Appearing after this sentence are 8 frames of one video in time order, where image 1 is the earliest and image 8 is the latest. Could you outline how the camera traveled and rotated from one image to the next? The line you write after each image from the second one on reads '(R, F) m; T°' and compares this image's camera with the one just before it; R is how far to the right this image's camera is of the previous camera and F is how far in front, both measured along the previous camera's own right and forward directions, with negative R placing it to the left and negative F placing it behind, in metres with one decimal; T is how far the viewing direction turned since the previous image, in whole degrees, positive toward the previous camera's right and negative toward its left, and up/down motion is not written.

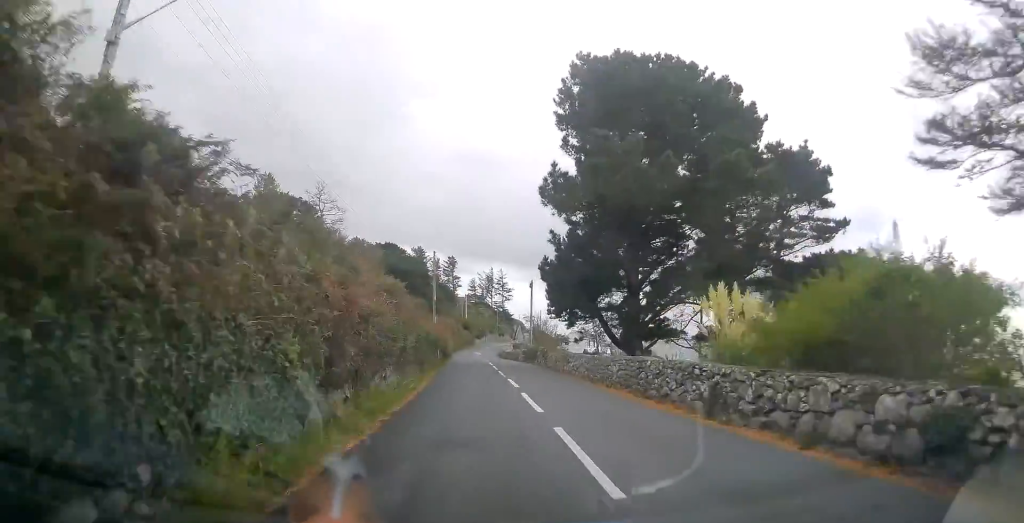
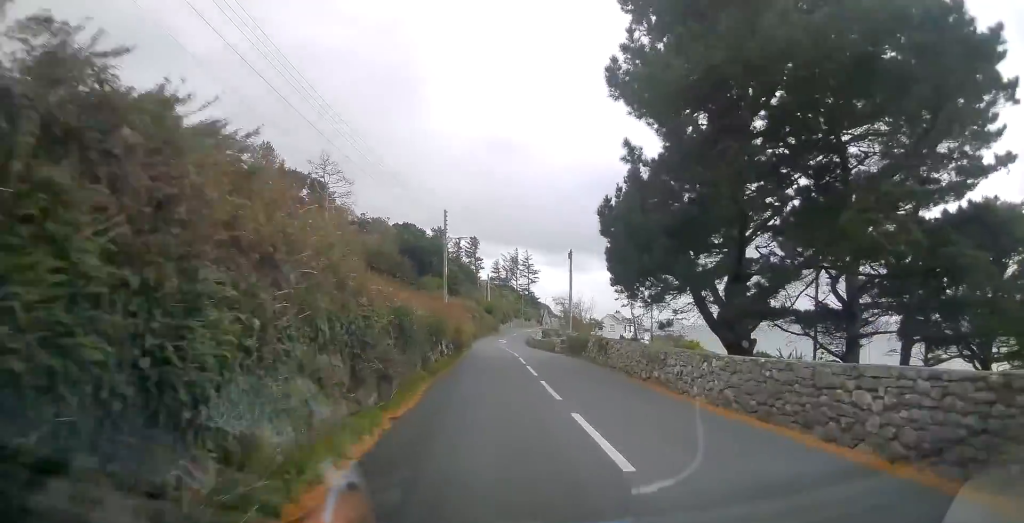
(-0.7, +11.2) m; -4°
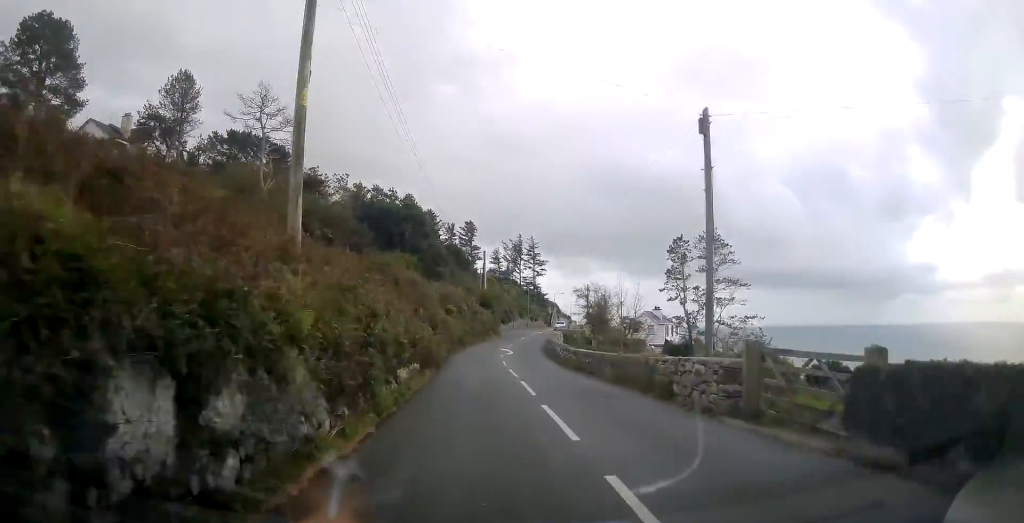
(-0.8, +26.7) m; -2°
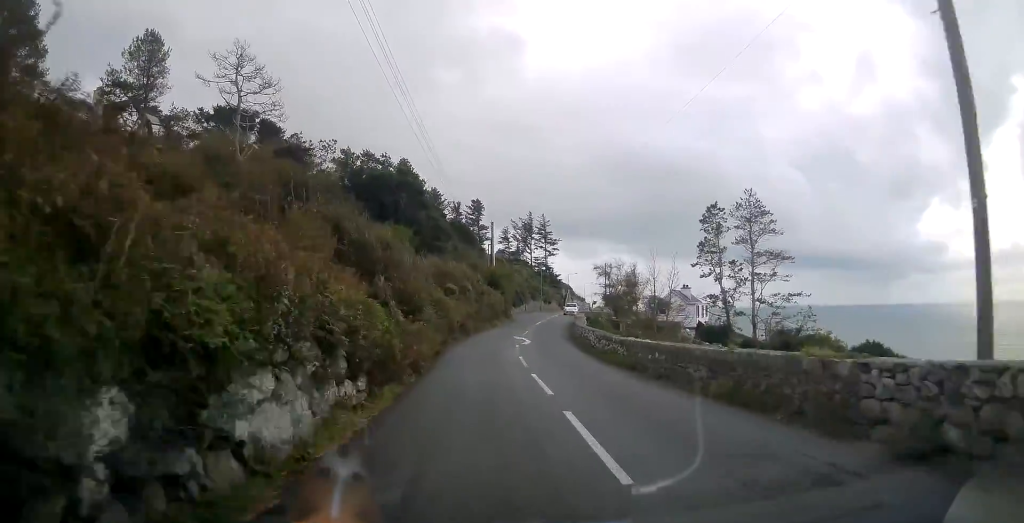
(0.0, +8.3) m; 0°
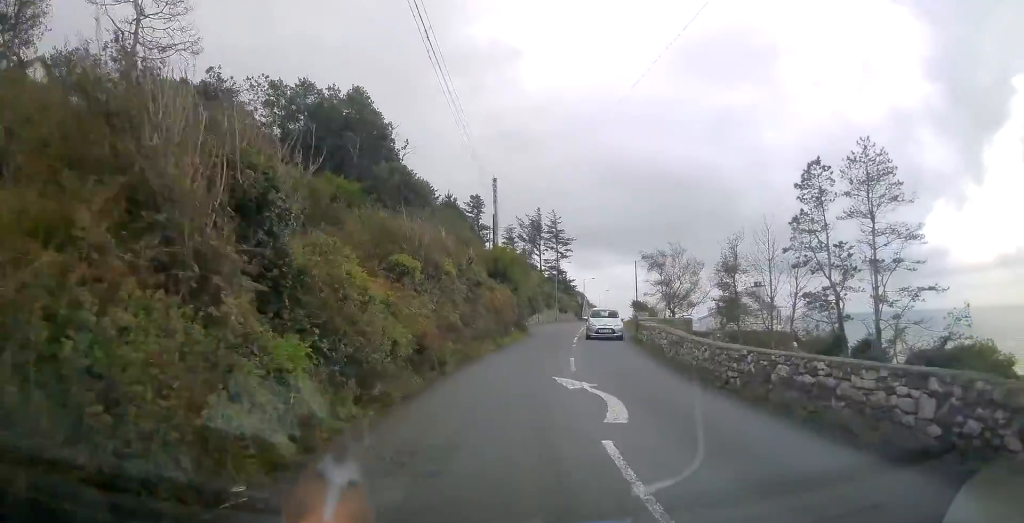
(-0.3, +19.9) m; 0°
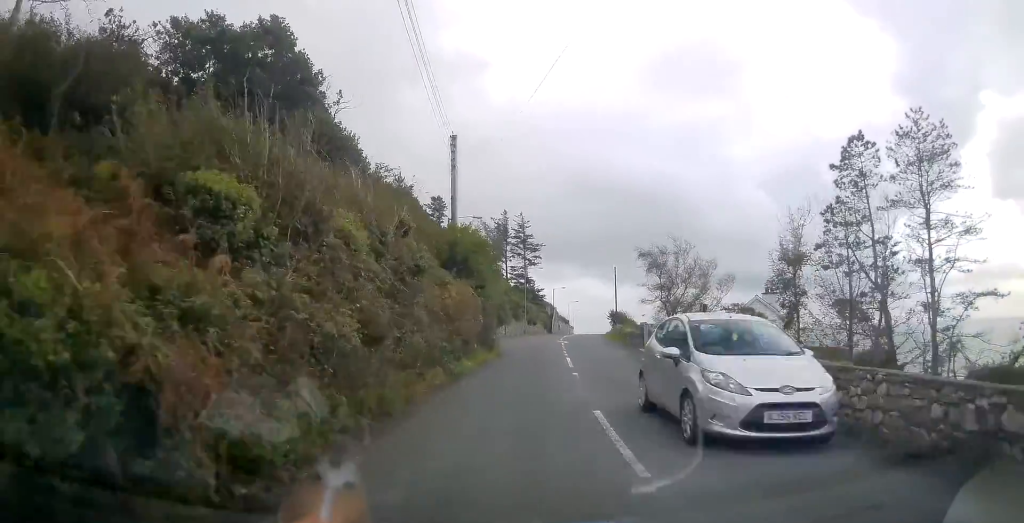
(0.0, +9.5) m; +1°
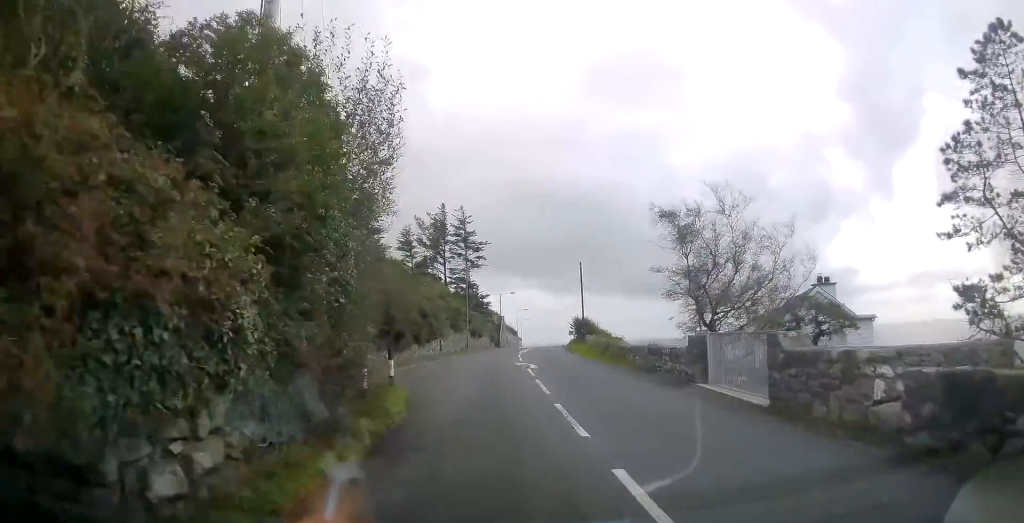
(+0.5, +15.8) m; +4°
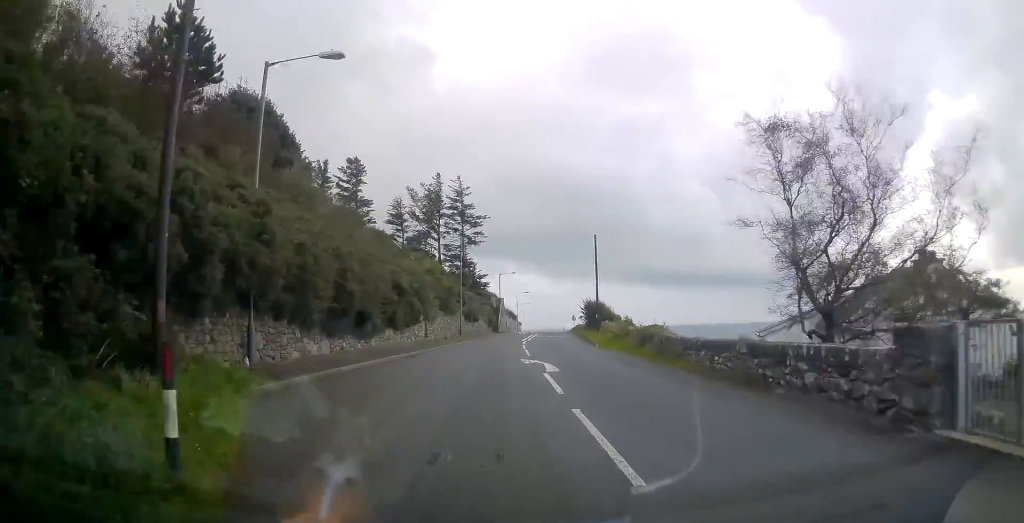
(+0.2, +8.8) m; +2°
